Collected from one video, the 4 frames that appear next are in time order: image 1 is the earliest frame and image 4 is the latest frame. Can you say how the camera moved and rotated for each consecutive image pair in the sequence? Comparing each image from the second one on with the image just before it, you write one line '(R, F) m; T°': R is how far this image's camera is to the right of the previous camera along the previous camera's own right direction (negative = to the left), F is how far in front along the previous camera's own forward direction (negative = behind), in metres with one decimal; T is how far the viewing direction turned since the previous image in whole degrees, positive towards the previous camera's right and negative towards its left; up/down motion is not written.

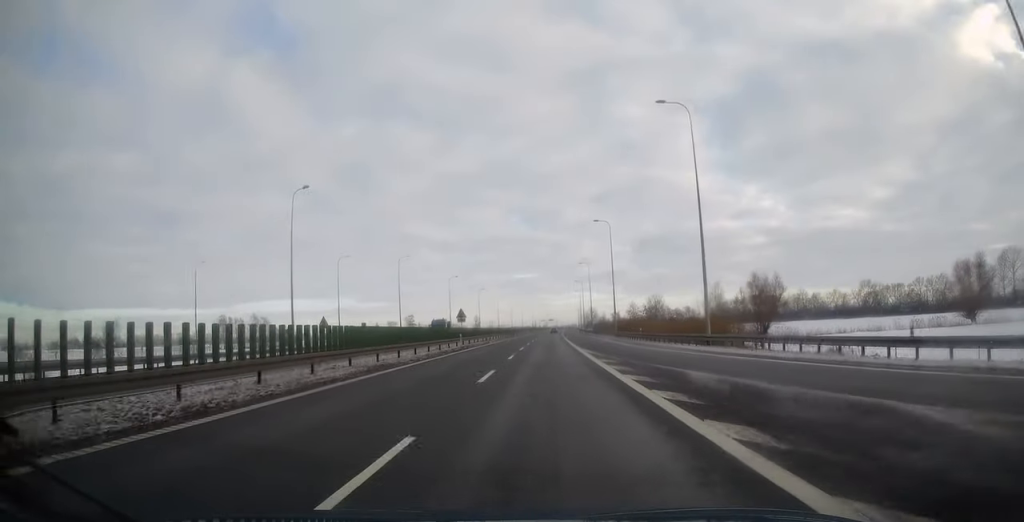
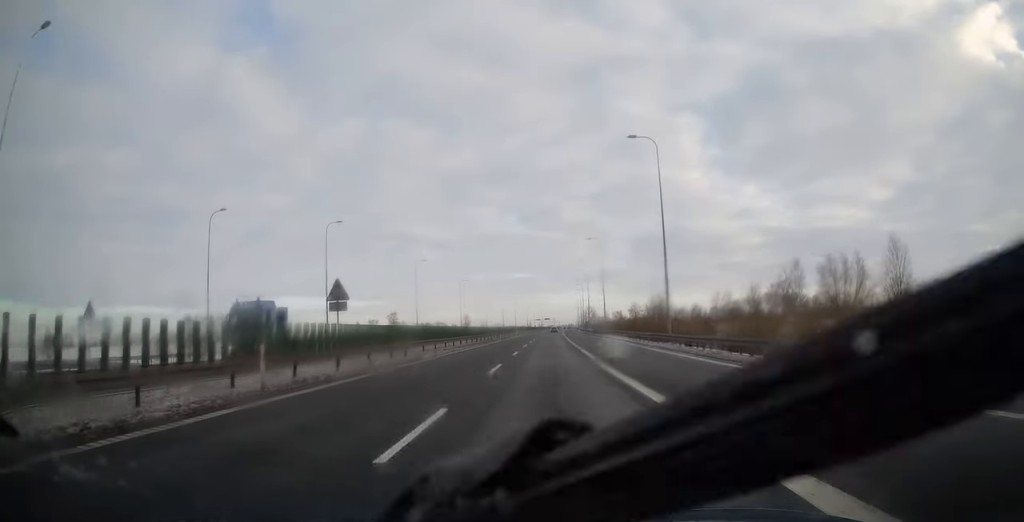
(+0.1, +35.4) m; +1°
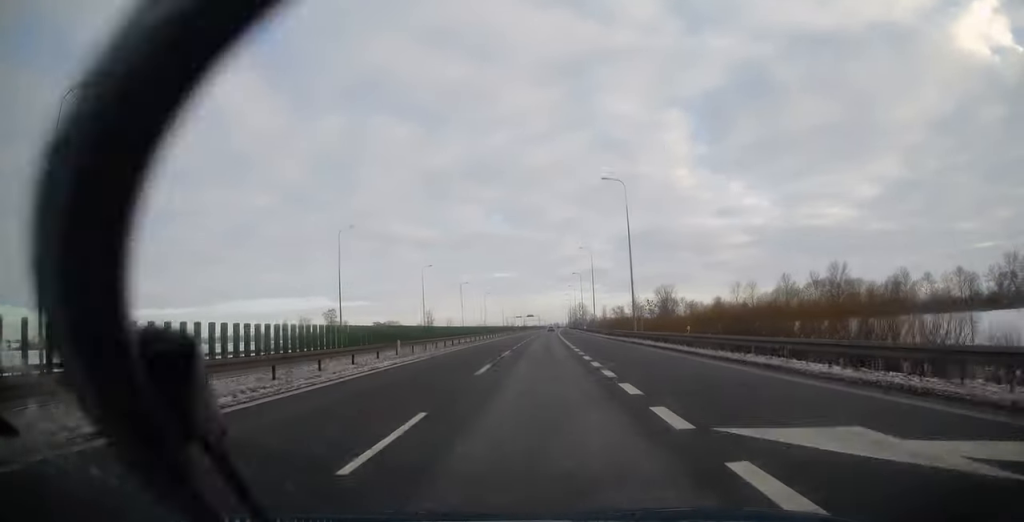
(+1.2, +84.1) m; +1°
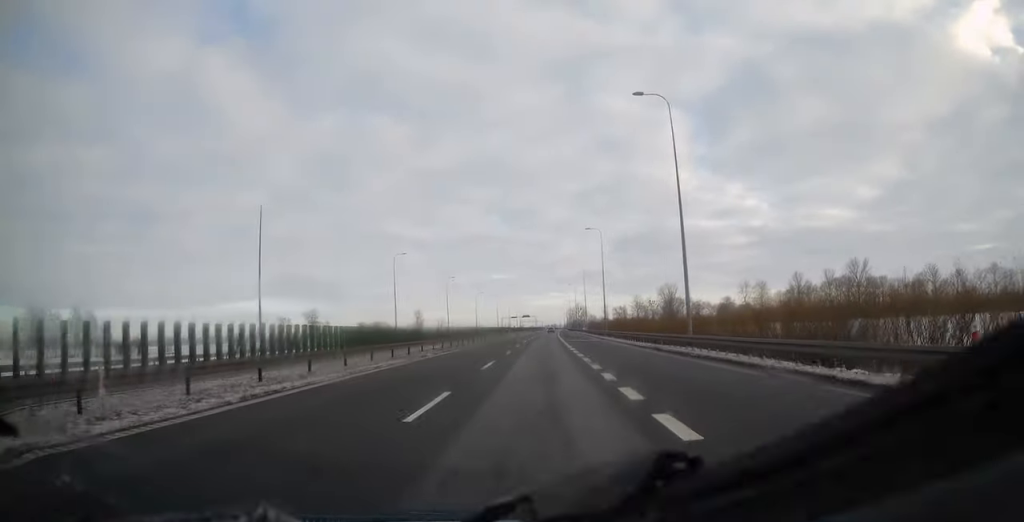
(0.0, +20.3) m; 0°
